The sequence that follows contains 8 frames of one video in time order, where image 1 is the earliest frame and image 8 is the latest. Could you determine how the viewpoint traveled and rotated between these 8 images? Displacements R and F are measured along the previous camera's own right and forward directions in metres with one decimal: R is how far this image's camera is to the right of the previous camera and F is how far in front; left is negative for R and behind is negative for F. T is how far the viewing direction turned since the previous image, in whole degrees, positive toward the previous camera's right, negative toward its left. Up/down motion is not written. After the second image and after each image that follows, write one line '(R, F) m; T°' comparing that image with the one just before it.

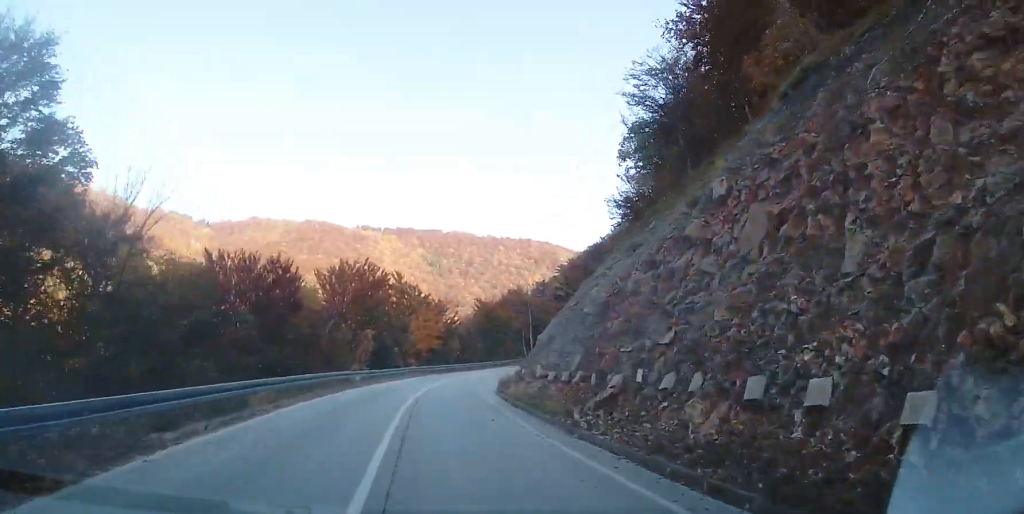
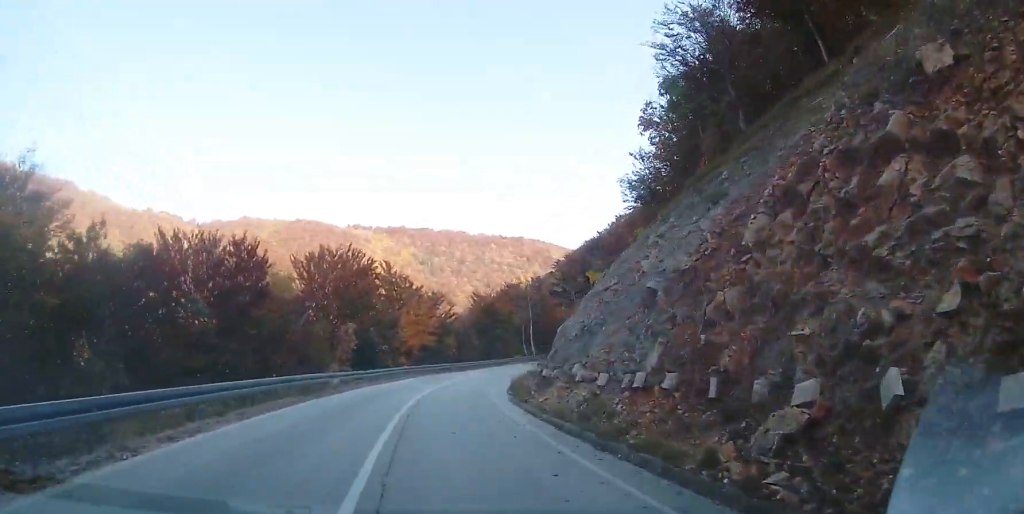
(-0.1, +7.0) m; +1°
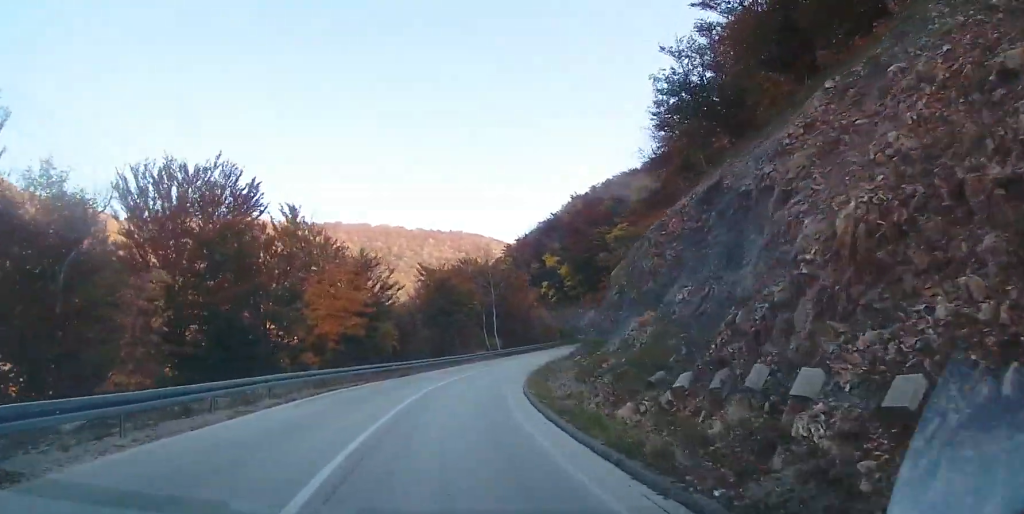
(+1.0, +21.8) m; +7°
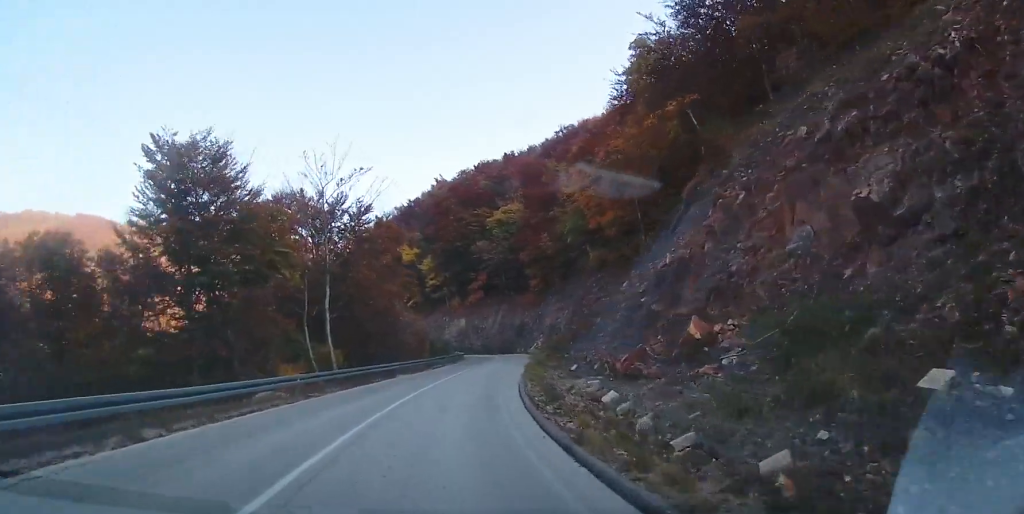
(+1.2, +35.4) m; +21°
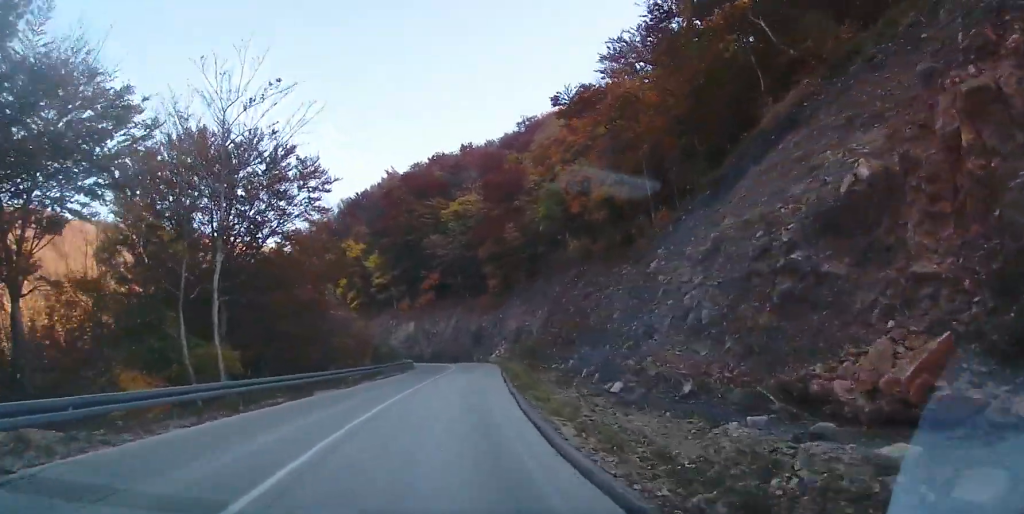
(+3.8, +11.3) m; +13°
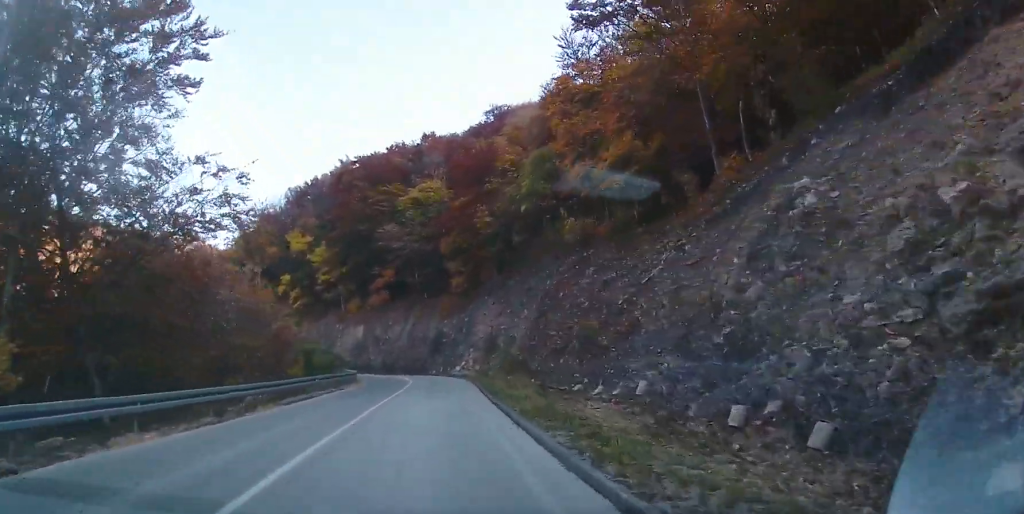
(+0.9, +13.4) m; +2°
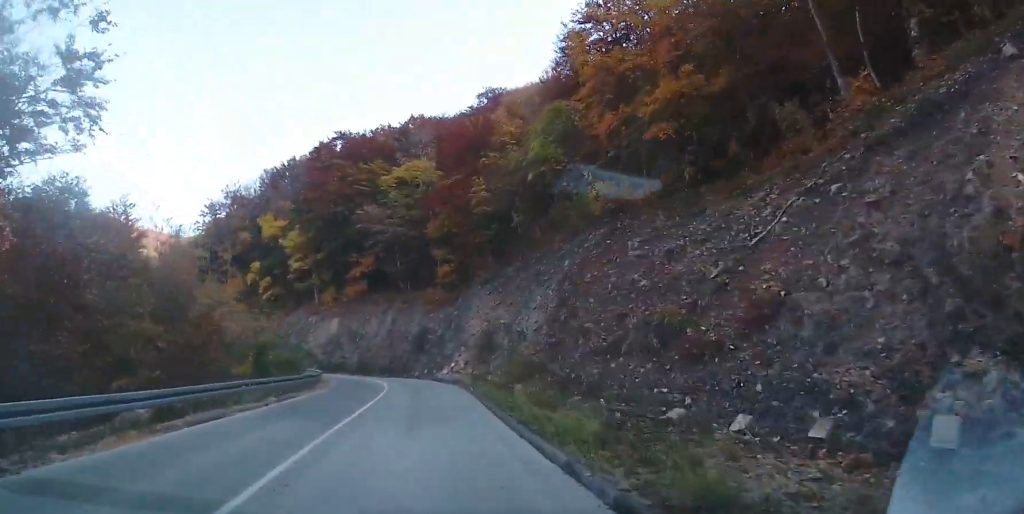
(0.0, +9.4) m; -2°
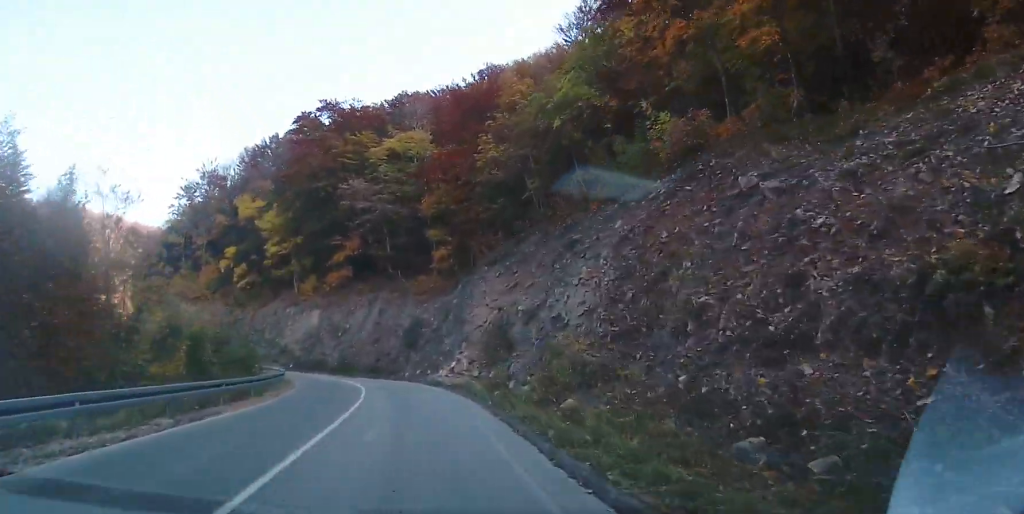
(-0.4, +9.6) m; -2°
